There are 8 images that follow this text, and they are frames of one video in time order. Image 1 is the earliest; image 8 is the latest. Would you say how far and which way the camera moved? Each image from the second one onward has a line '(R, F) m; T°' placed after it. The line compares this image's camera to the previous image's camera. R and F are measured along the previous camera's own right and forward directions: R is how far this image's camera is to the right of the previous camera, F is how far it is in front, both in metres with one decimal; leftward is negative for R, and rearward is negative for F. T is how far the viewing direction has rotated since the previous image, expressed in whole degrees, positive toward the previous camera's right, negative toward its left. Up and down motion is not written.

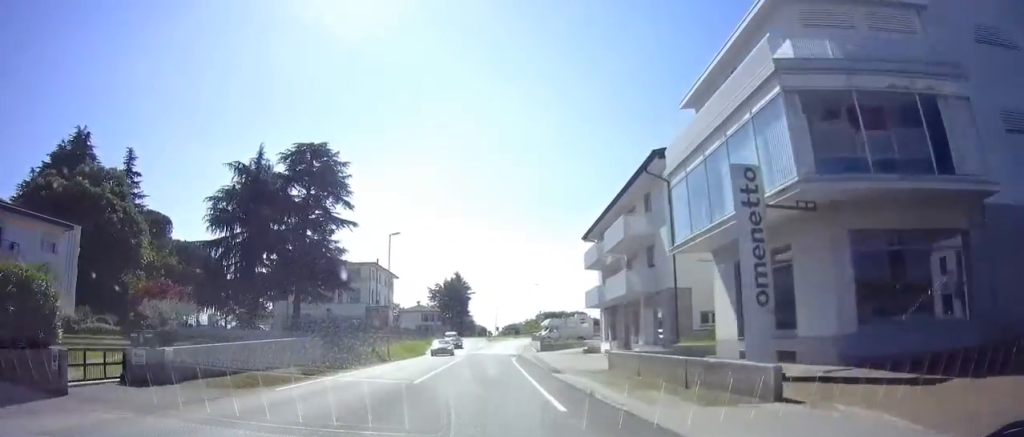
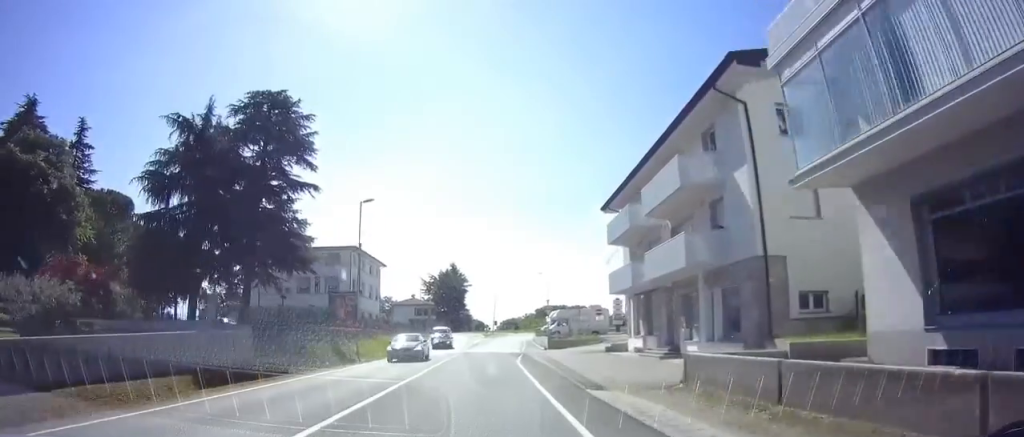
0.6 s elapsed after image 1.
(-0.1, +9.4) m; 0°
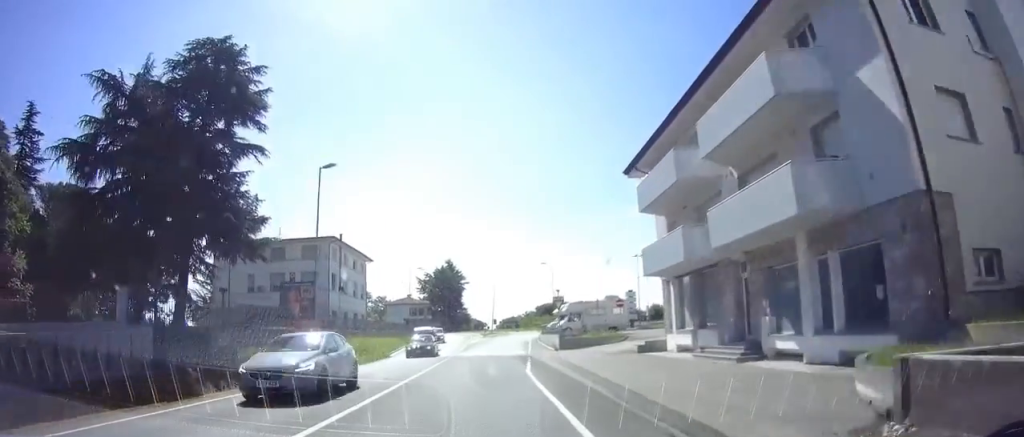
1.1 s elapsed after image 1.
(+0.1, +8.0) m; 0°
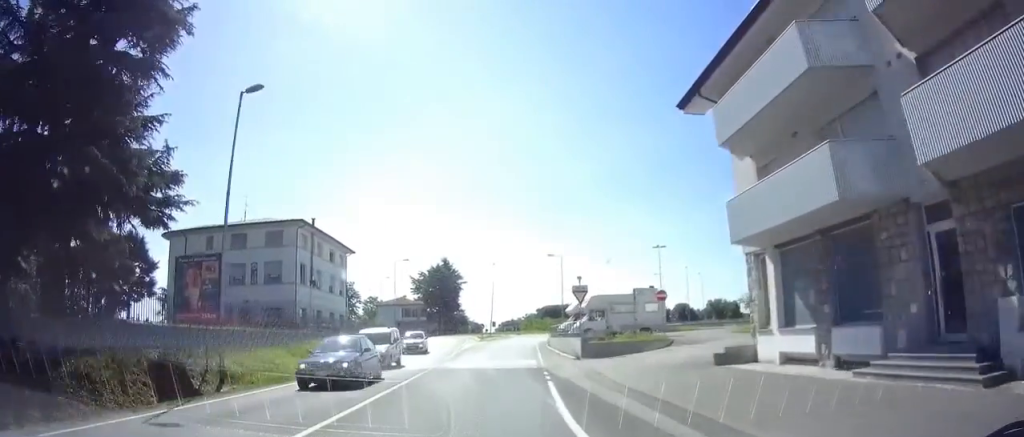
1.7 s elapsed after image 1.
(+0.2, +10.4) m; +1°
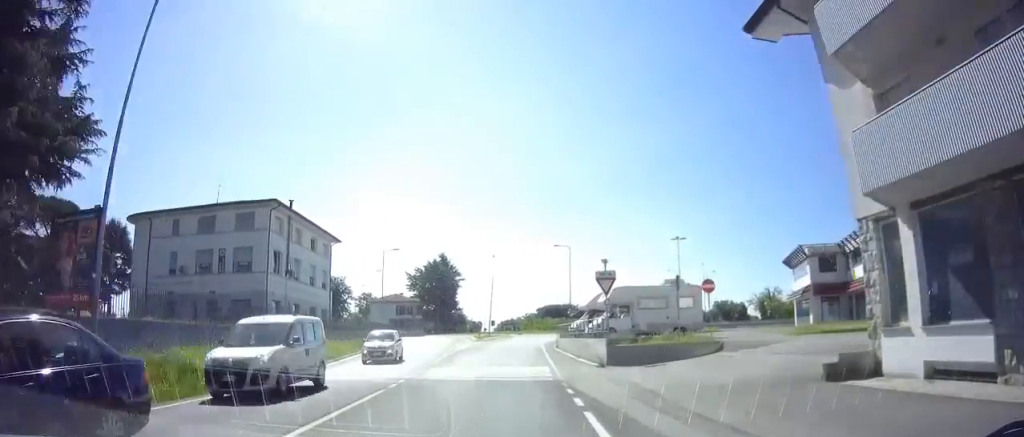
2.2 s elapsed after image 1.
(0.0, +6.2) m; 0°
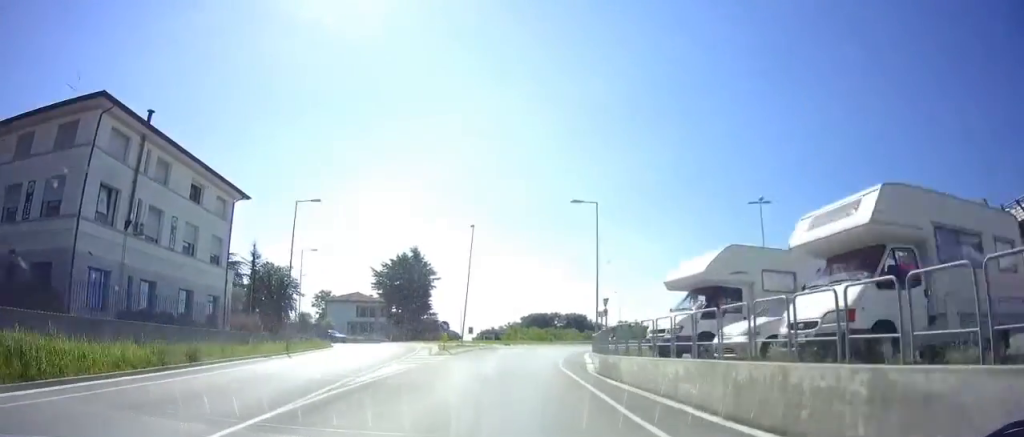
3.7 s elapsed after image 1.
(0.0, +20.7) m; 0°
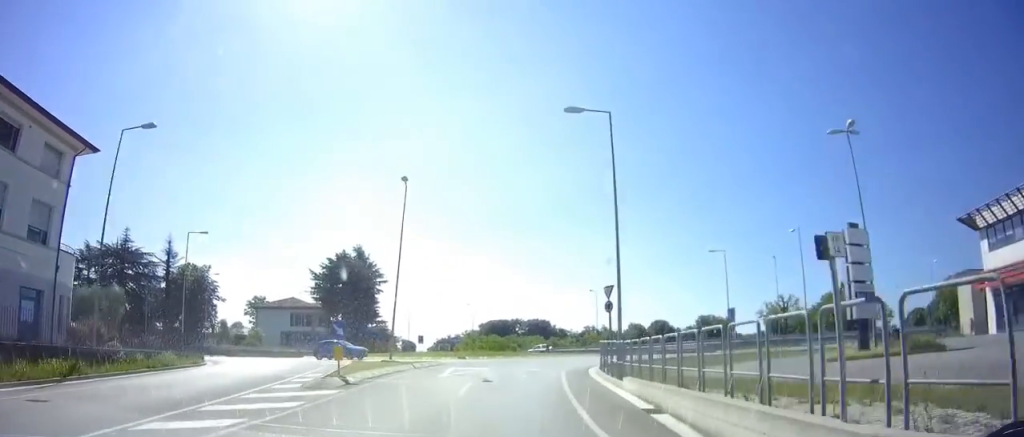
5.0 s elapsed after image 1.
(+0.3, +14.5) m; +4°
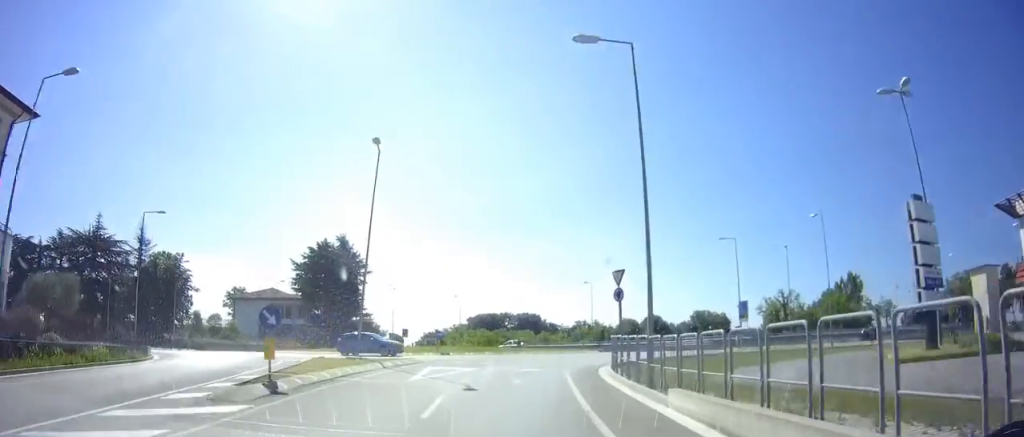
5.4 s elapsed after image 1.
(+0.1, +4.8) m; +3°
